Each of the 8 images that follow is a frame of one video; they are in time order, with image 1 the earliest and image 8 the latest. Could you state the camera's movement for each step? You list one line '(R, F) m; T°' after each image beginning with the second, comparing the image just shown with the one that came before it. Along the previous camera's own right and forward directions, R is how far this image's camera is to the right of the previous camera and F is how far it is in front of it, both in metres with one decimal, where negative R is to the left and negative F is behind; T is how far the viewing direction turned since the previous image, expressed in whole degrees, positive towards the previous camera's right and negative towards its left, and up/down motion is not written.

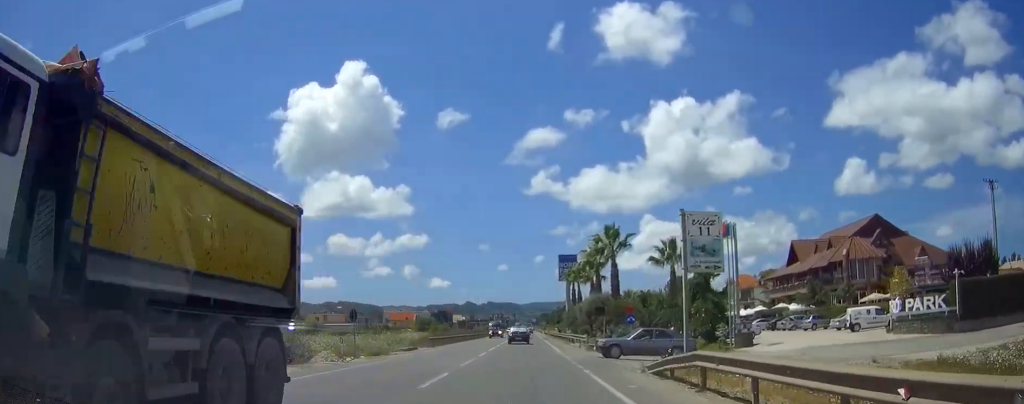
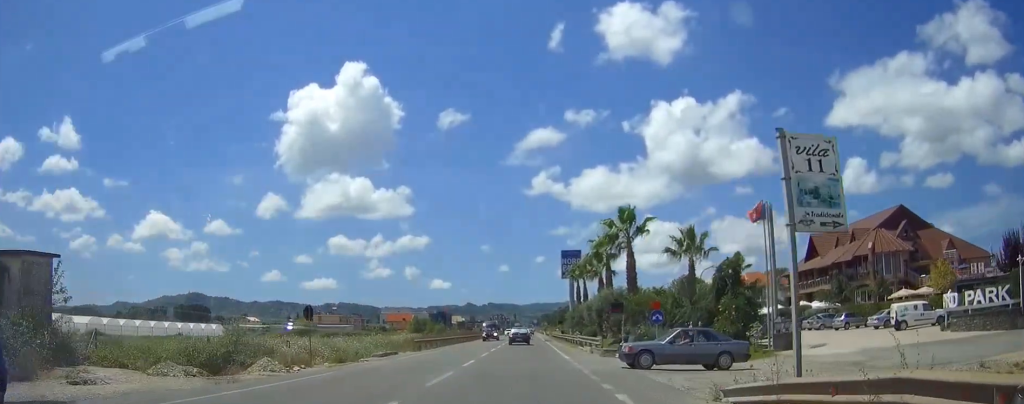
(-0.1, +7.4) m; 0°
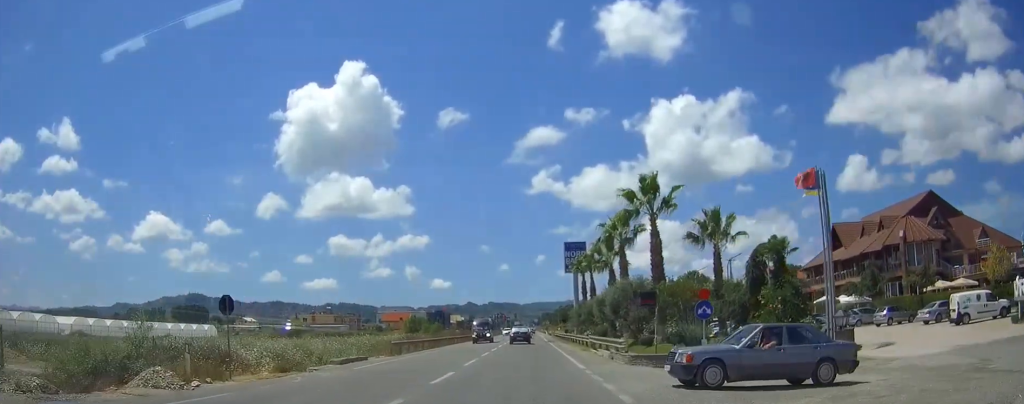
(-0.1, +8.0) m; 0°
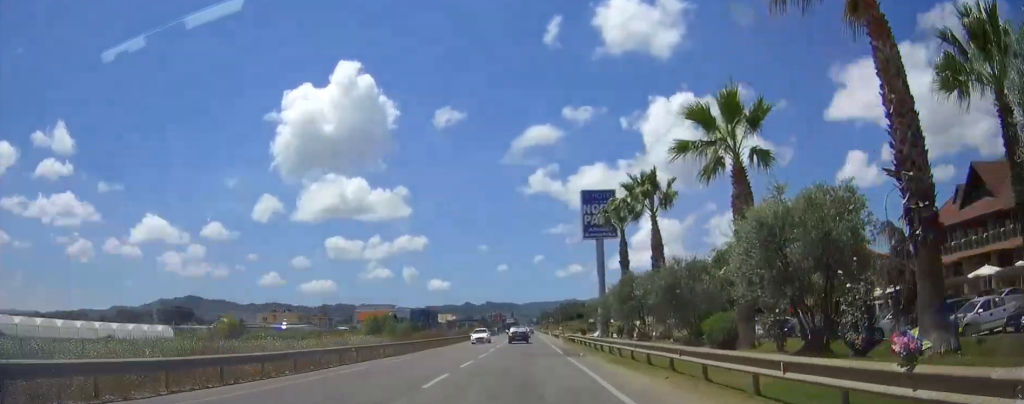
(0.0, +33.5) m; 0°
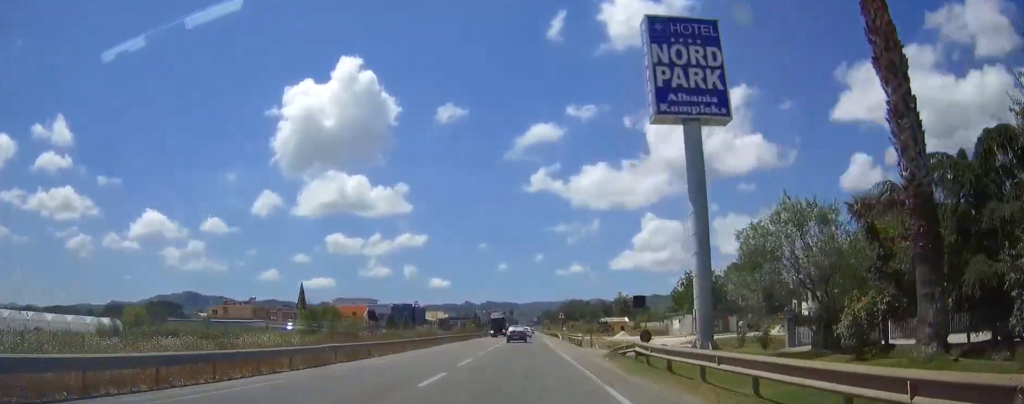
(+0.4, +33.2) m; +1°
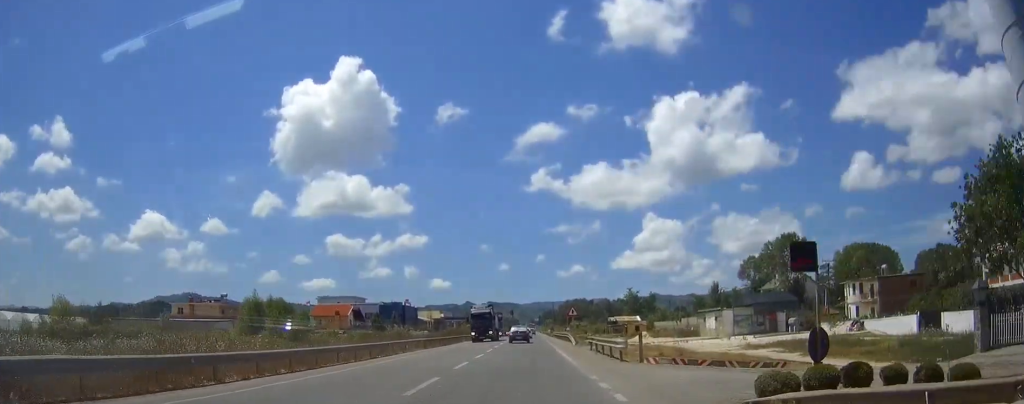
(-0.1, +18.2) m; 0°
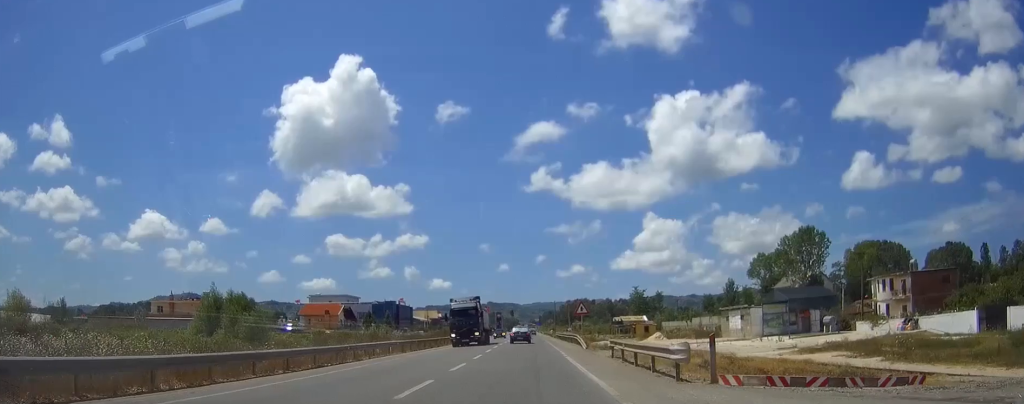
(0.0, +9.3) m; 0°
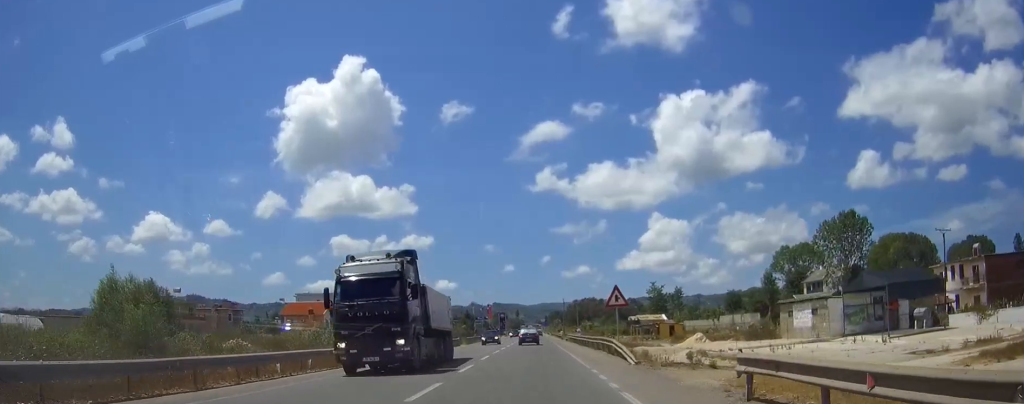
(0.0, +16.4) m; 0°
